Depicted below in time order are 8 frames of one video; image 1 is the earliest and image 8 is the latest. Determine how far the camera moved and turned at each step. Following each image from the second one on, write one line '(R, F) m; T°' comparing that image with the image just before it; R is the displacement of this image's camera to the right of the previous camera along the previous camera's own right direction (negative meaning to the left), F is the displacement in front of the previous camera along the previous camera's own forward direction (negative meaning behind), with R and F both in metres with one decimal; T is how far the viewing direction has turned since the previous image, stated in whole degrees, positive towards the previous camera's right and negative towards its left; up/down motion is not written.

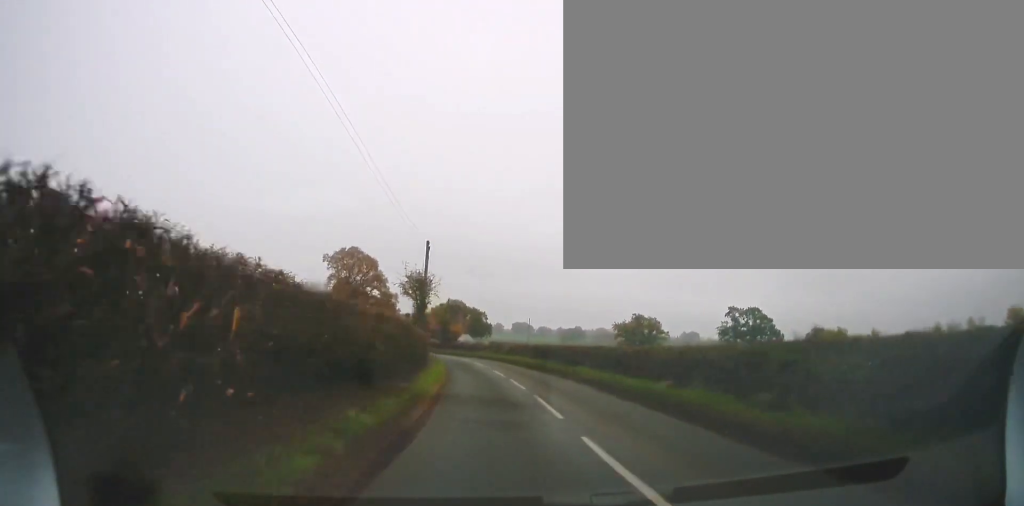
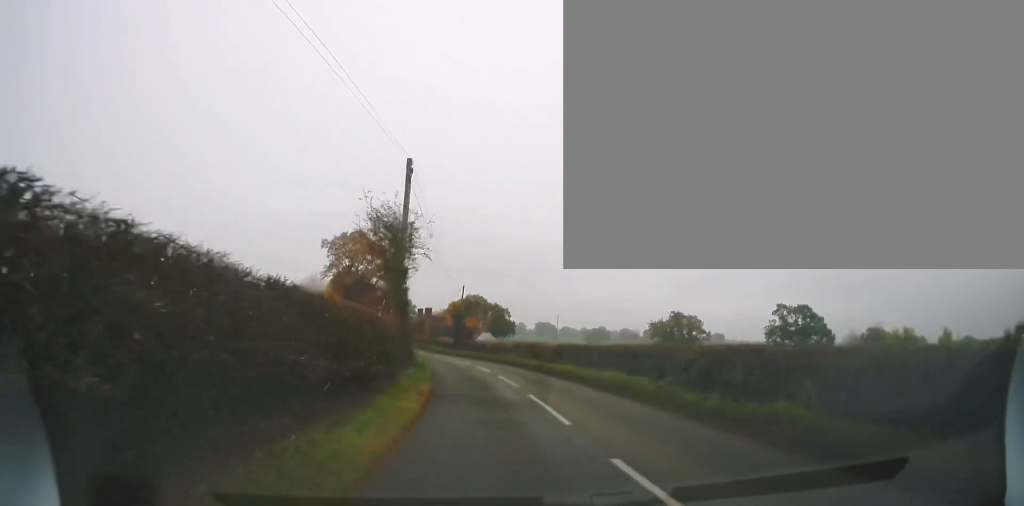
(-0.6, +16.7) m; -2°
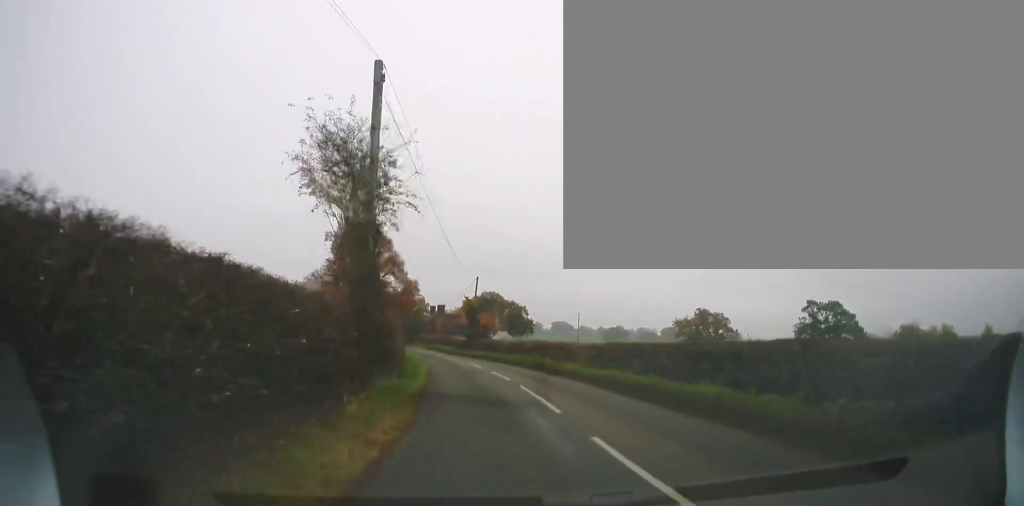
(0.0, +7.5) m; -1°
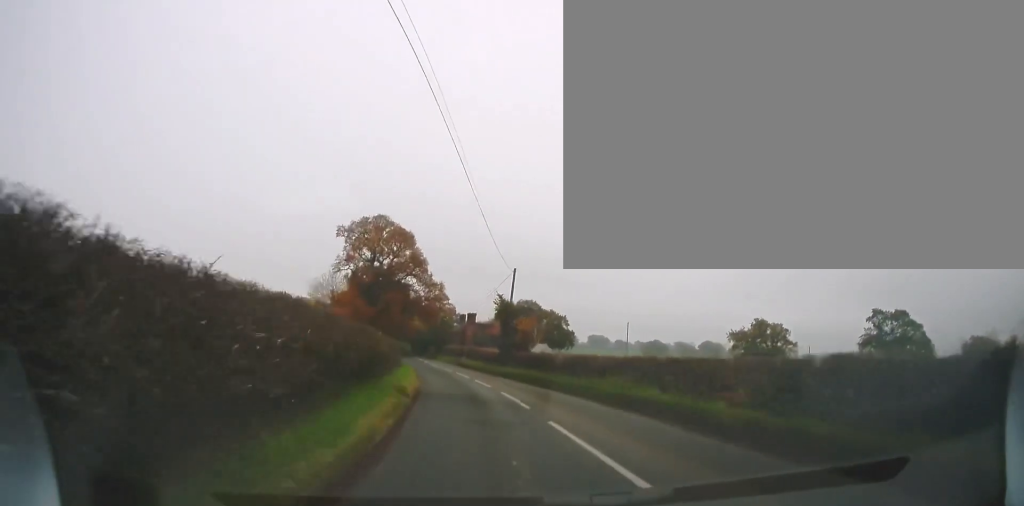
(-0.2, +13.5) m; -2°
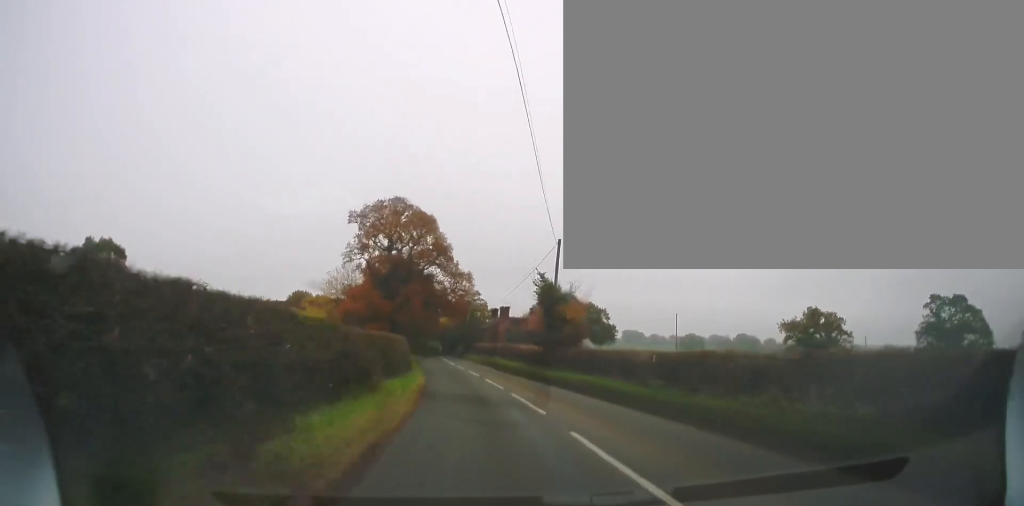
(-0.2, +10.0) m; -2°
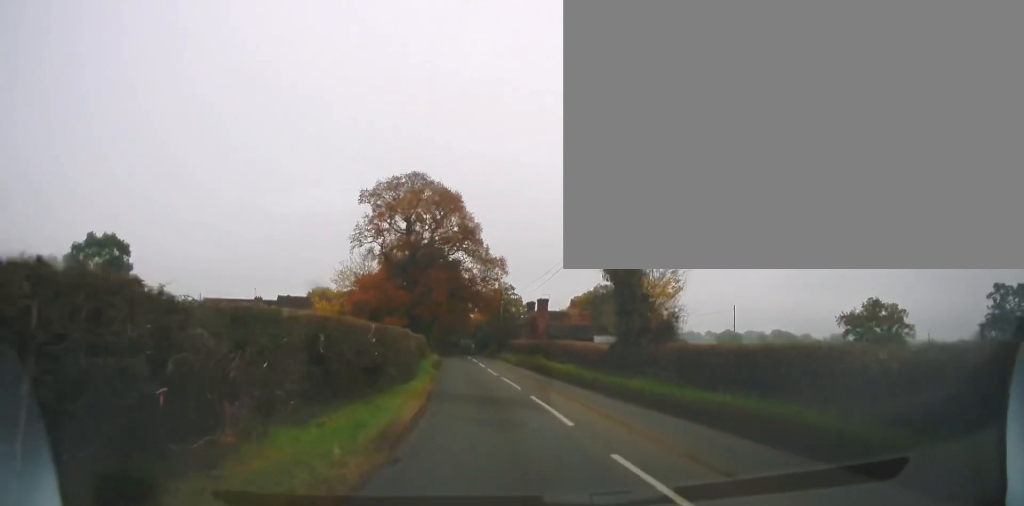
(+0.1, +10.6) m; -4°
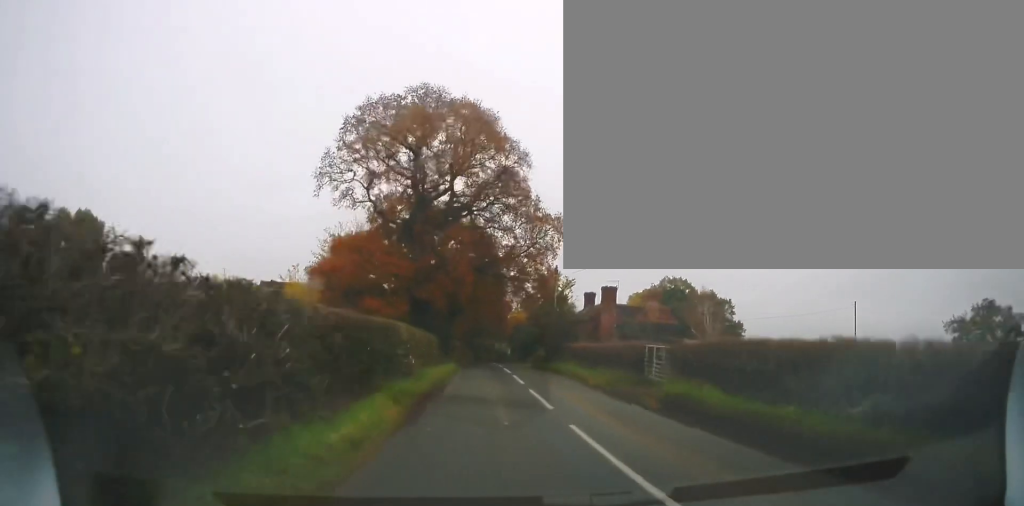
(-2.1, +22.8) m; -5°
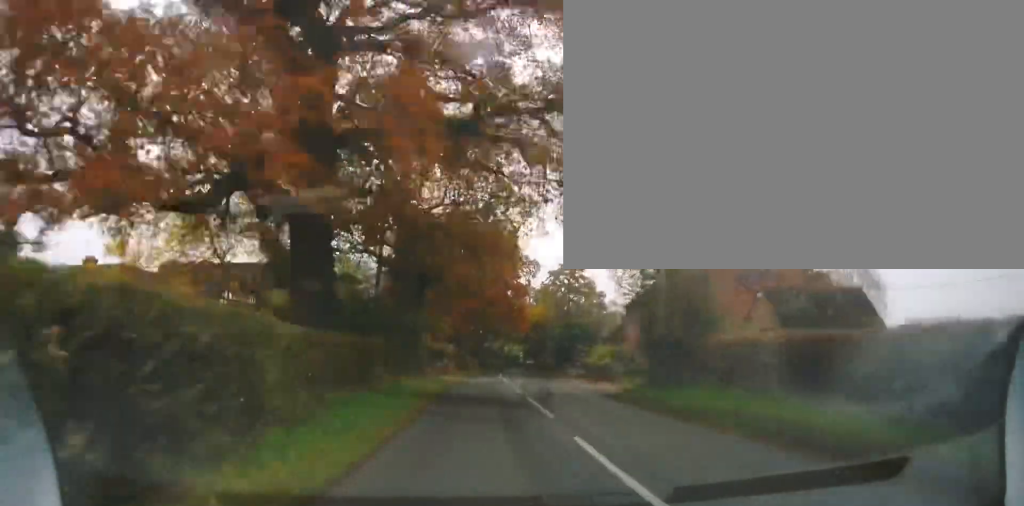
(+0.6, +26.5) m; -1°
